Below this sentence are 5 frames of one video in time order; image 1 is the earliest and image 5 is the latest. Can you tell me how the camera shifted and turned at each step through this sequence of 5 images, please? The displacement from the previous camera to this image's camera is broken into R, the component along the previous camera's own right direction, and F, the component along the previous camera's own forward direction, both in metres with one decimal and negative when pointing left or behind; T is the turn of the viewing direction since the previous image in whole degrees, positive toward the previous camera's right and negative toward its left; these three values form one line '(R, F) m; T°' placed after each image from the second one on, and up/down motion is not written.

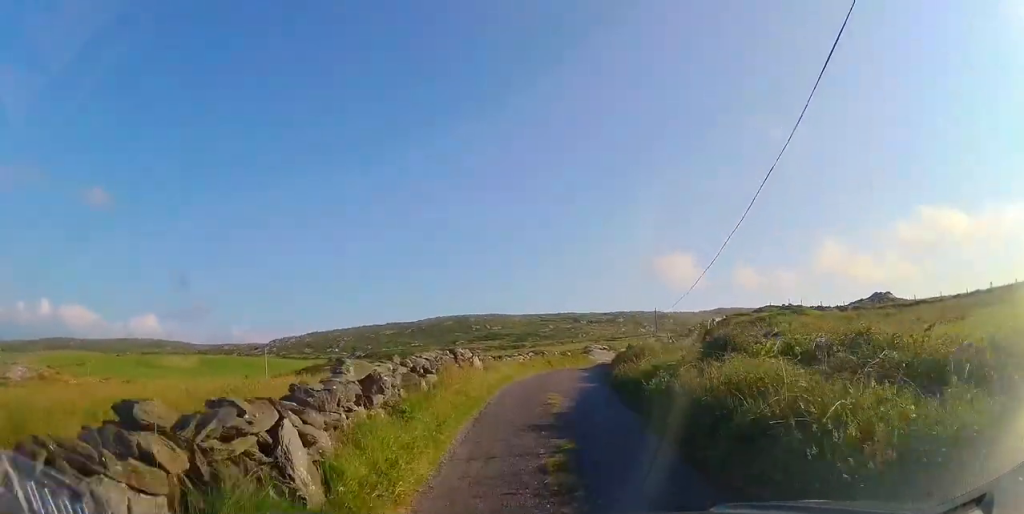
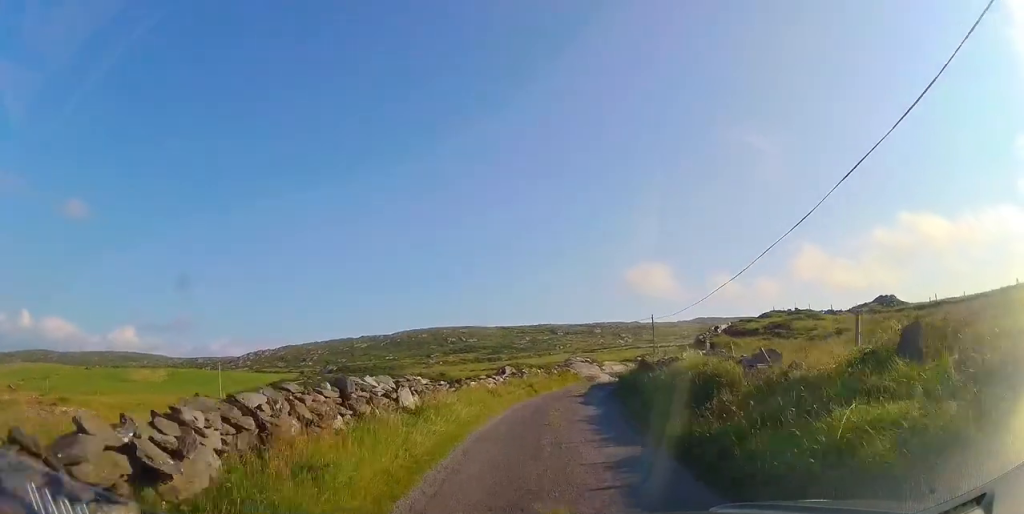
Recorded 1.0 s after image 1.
(0.0, +8.5) m; 0°
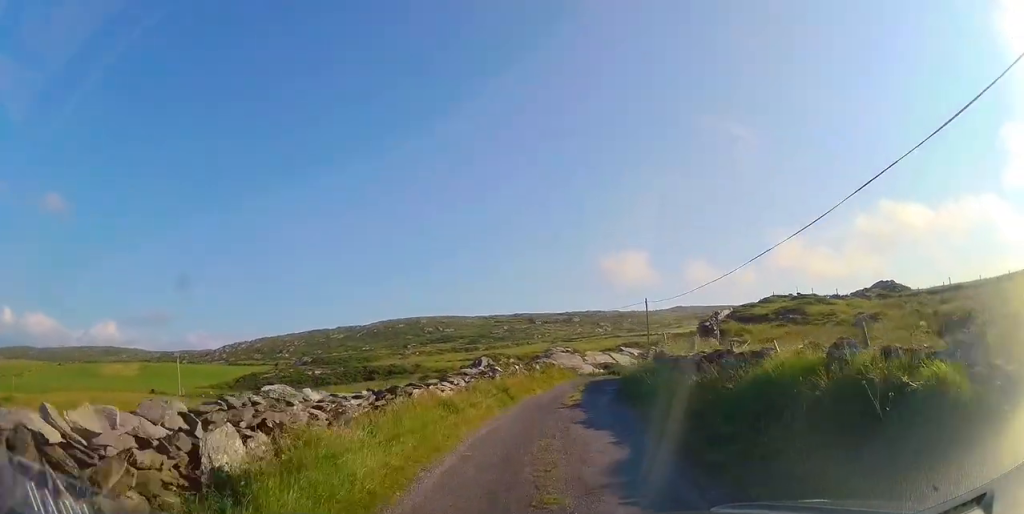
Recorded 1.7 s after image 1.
(-0.1, +6.2) m; +2°
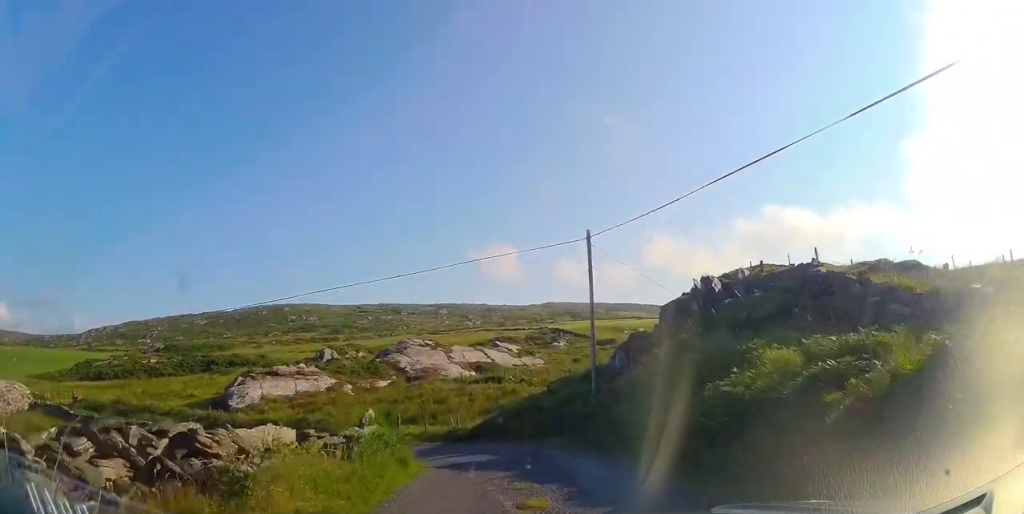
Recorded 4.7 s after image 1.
(+2.4, +22.9) m; +13°
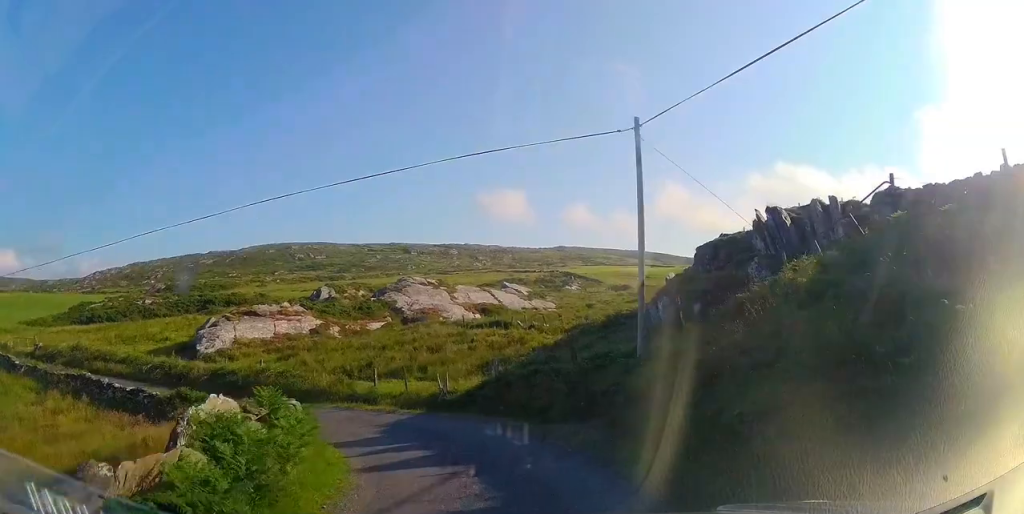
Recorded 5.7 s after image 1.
(-0.1, +6.1) m; -1°
